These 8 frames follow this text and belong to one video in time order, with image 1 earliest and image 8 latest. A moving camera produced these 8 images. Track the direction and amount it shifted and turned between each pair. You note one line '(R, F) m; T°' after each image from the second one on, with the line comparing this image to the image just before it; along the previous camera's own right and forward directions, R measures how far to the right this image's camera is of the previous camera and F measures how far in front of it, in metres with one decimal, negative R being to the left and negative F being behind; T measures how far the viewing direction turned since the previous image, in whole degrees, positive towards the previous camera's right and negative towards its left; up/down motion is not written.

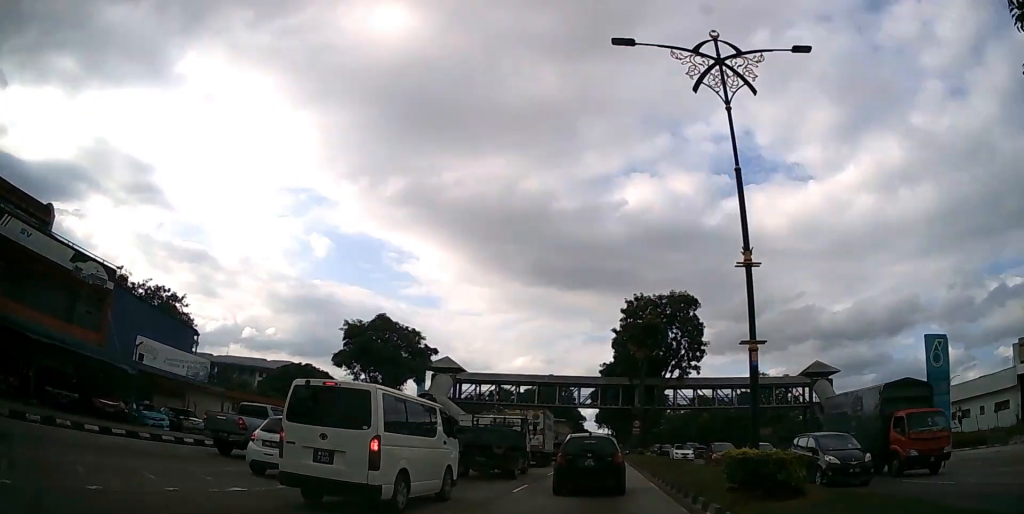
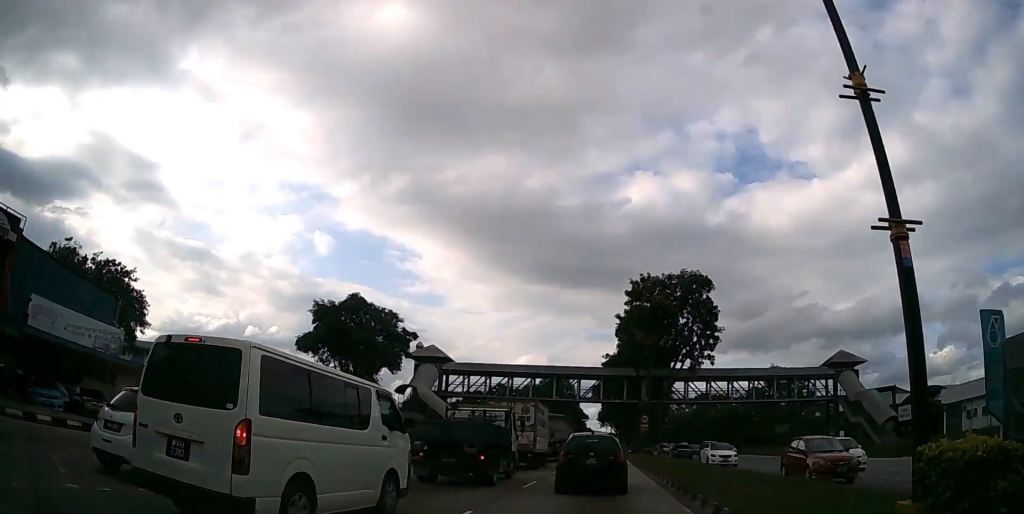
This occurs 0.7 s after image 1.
(0.0, +7.5) m; 0°
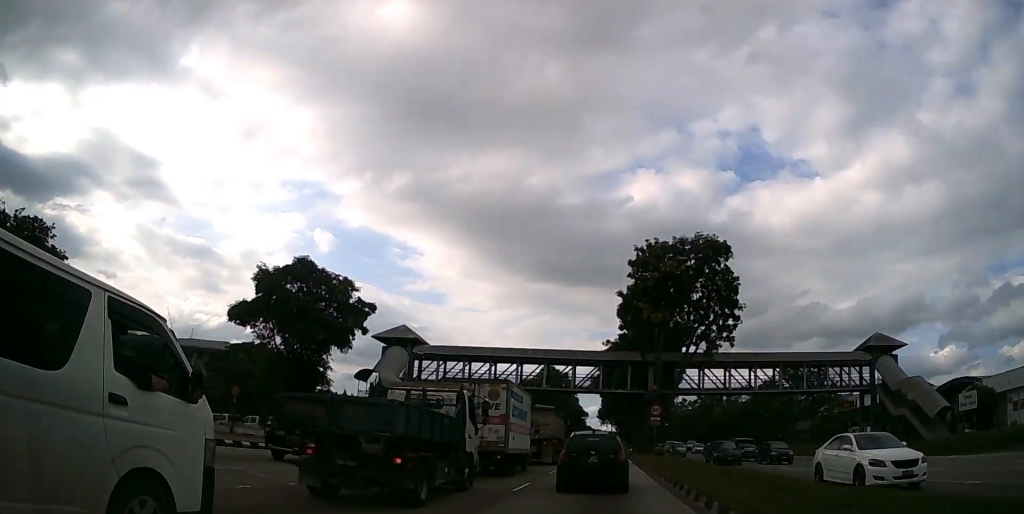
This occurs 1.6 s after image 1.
(-0.1, +9.3) m; 0°
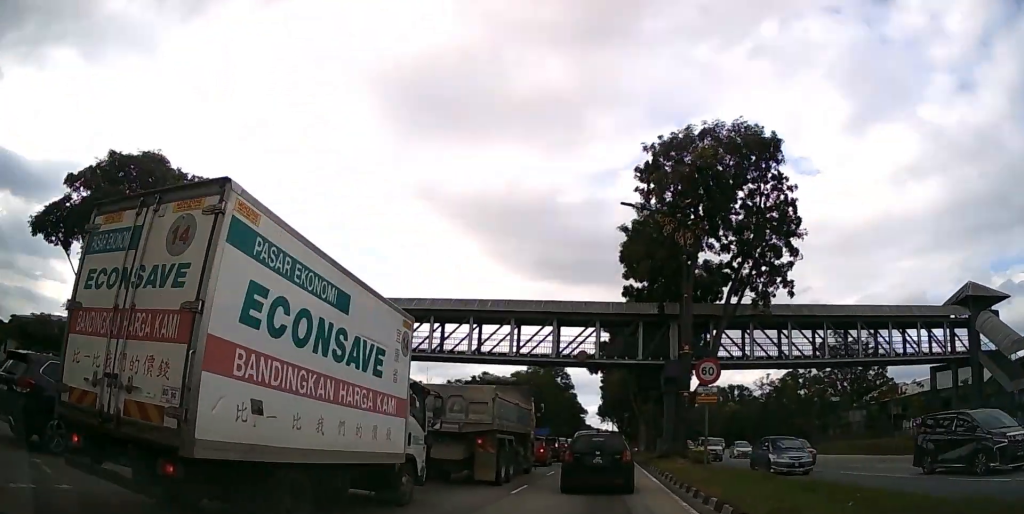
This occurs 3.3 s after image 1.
(+0.1, +17.4) m; 0°
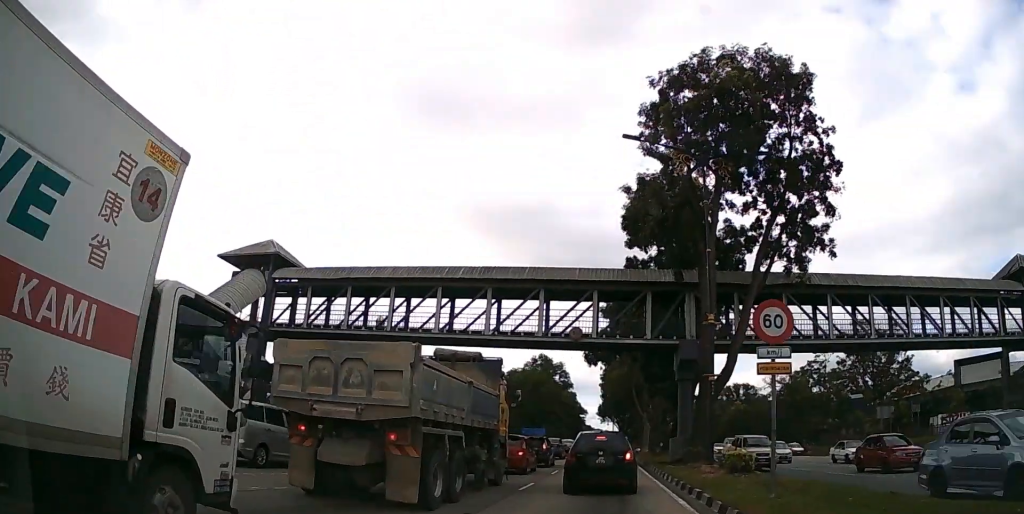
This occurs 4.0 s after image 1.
(0.0, +6.4) m; 0°
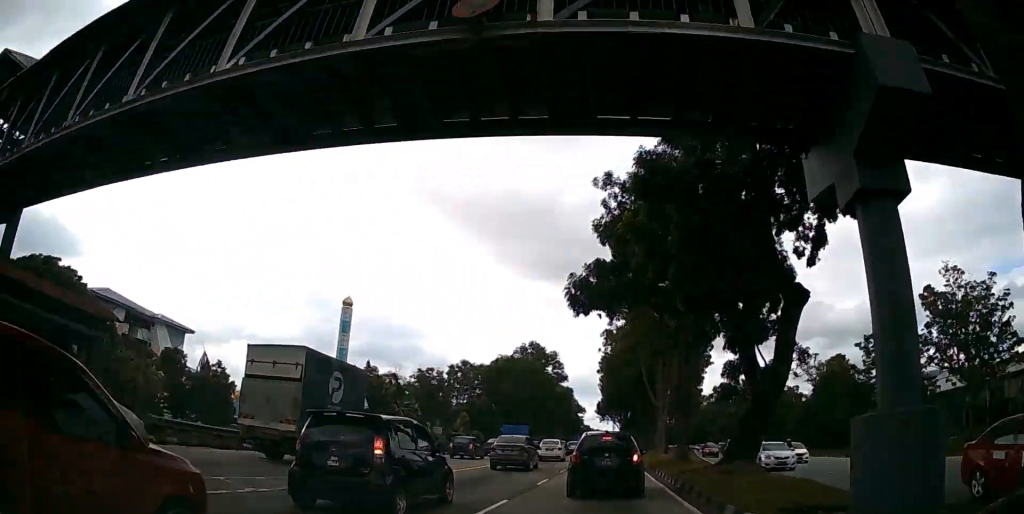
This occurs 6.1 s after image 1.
(0.0, +20.0) m; 0°
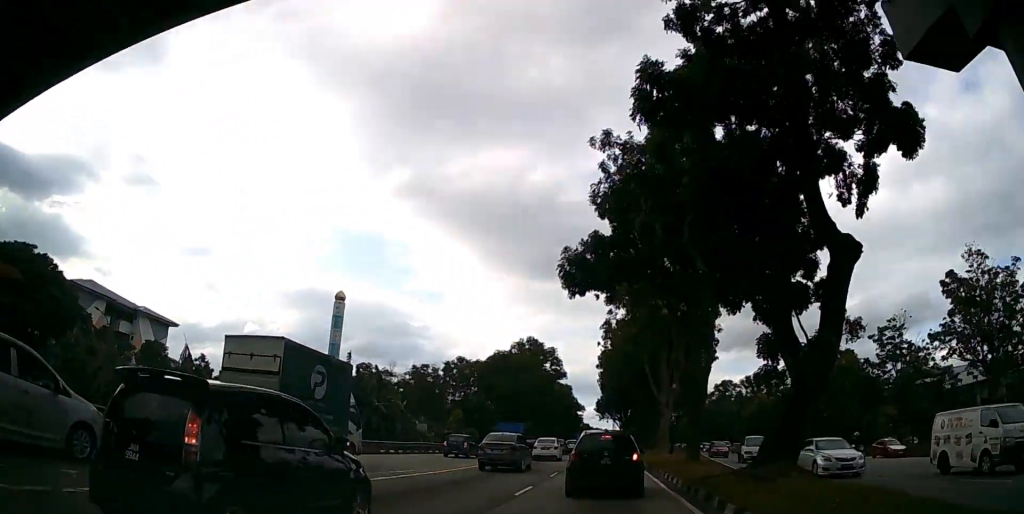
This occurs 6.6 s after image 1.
(0.0, +4.1) m; 0°
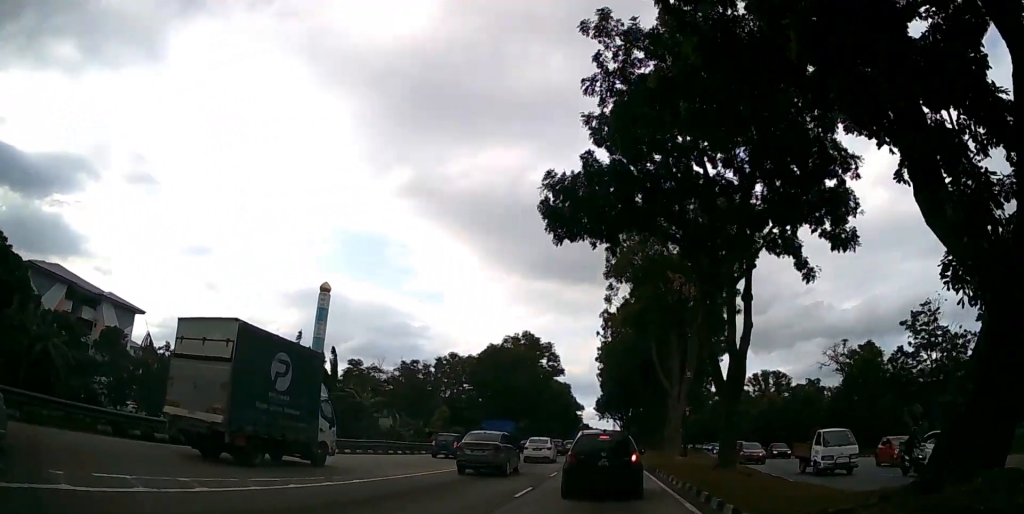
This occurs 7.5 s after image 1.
(0.0, +7.5) m; 0°
